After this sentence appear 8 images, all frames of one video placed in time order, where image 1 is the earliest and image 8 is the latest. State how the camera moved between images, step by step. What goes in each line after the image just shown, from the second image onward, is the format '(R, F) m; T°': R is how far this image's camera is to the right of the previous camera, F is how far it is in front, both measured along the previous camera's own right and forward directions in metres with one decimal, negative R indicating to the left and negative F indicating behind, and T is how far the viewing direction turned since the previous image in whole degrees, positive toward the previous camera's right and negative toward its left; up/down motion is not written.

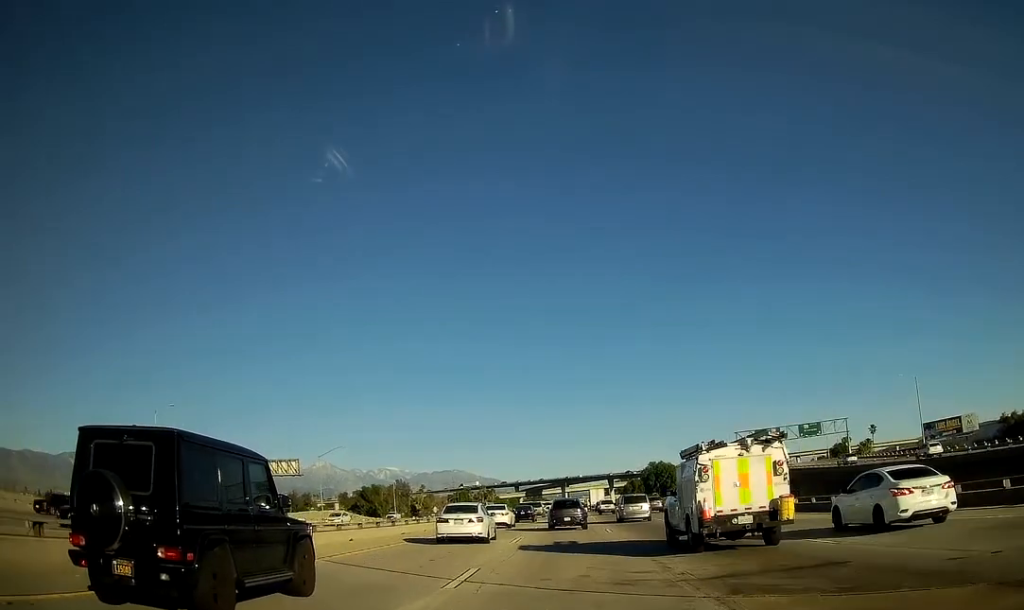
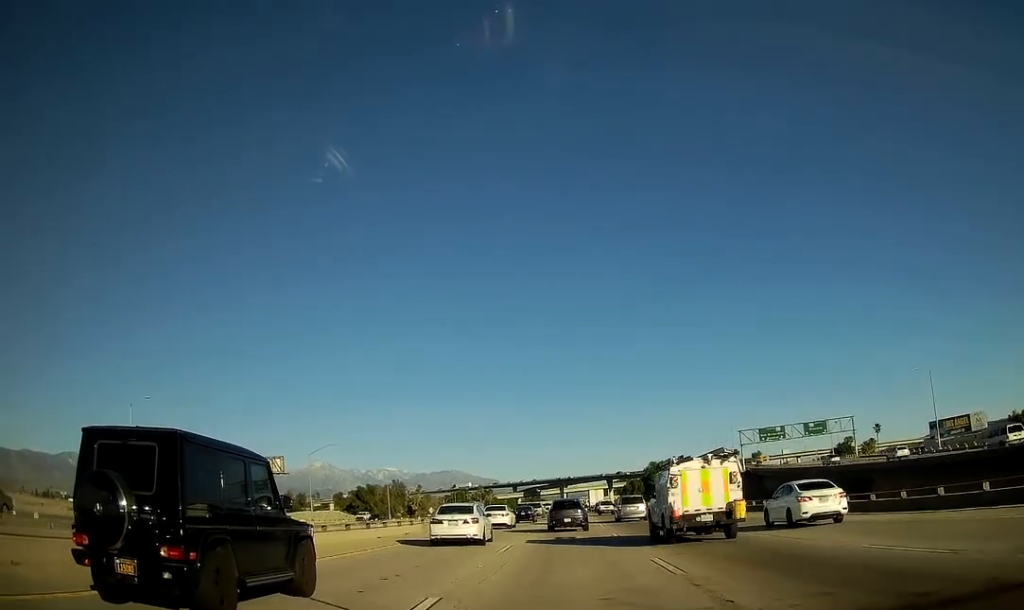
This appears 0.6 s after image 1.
(-0.1, +4.7) m; -1°
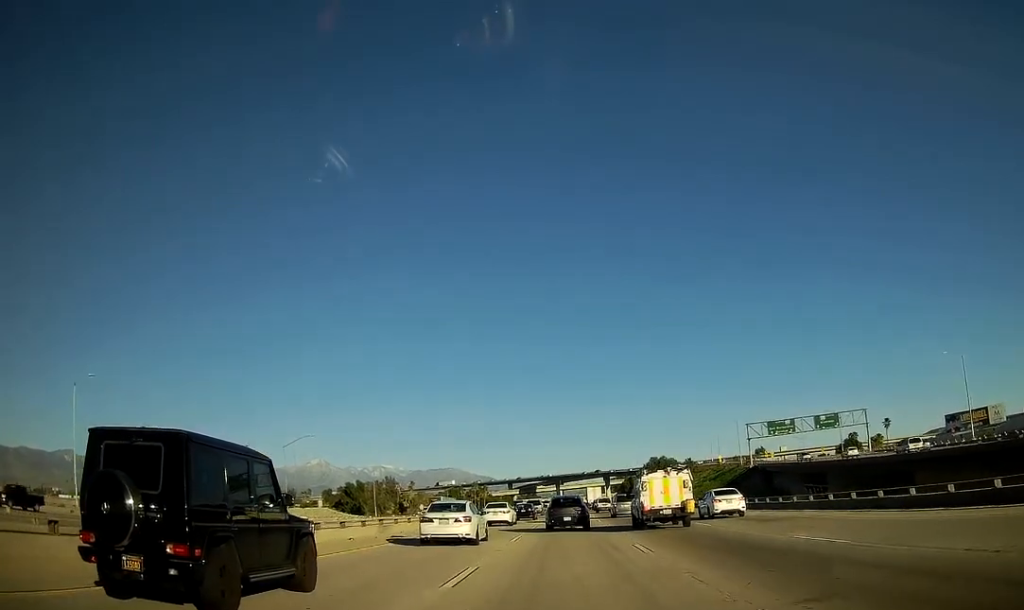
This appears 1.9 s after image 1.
(-0.2, +10.3) m; -1°
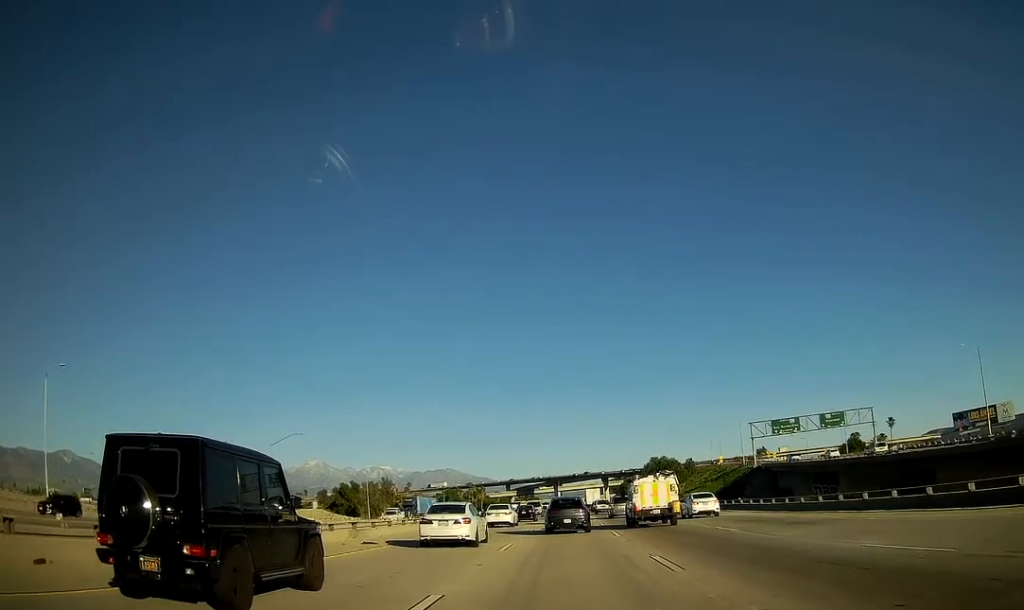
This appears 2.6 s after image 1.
(0.0, +4.6) m; +1°
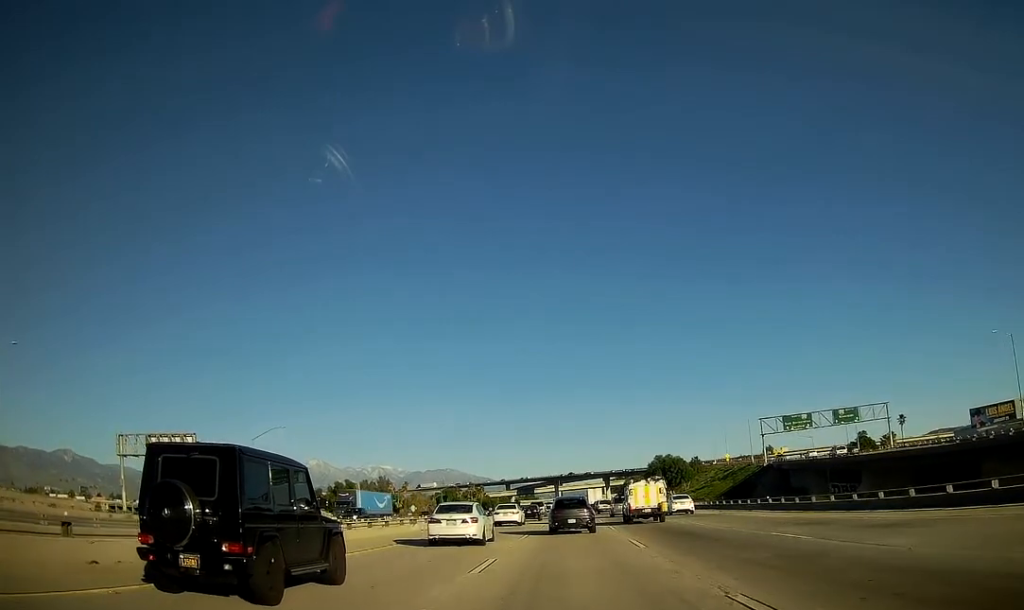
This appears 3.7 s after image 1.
(+0.1, +8.0) m; +1°
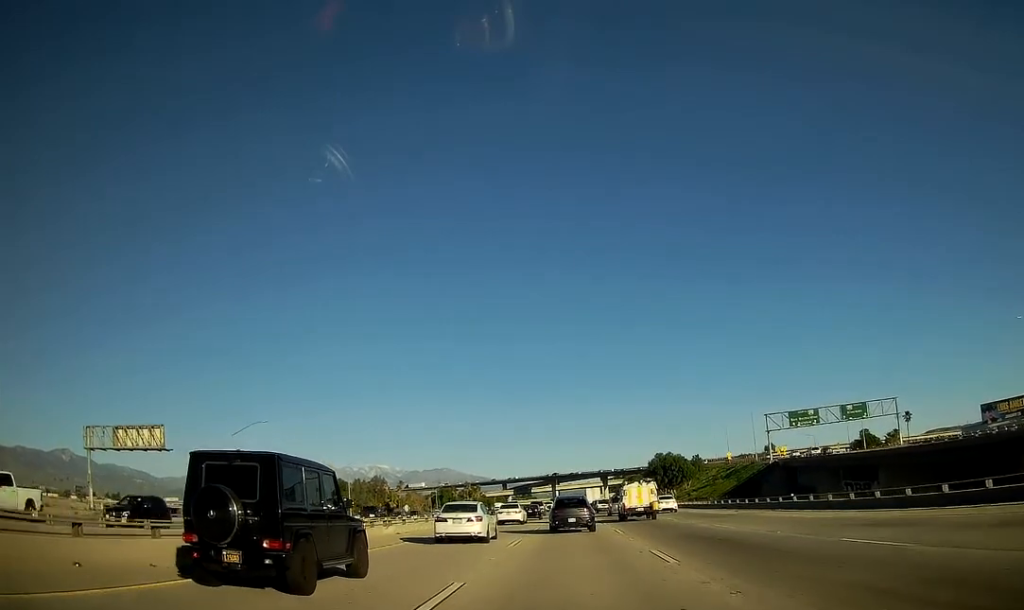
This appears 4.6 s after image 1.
(0.0, +6.2) m; 0°
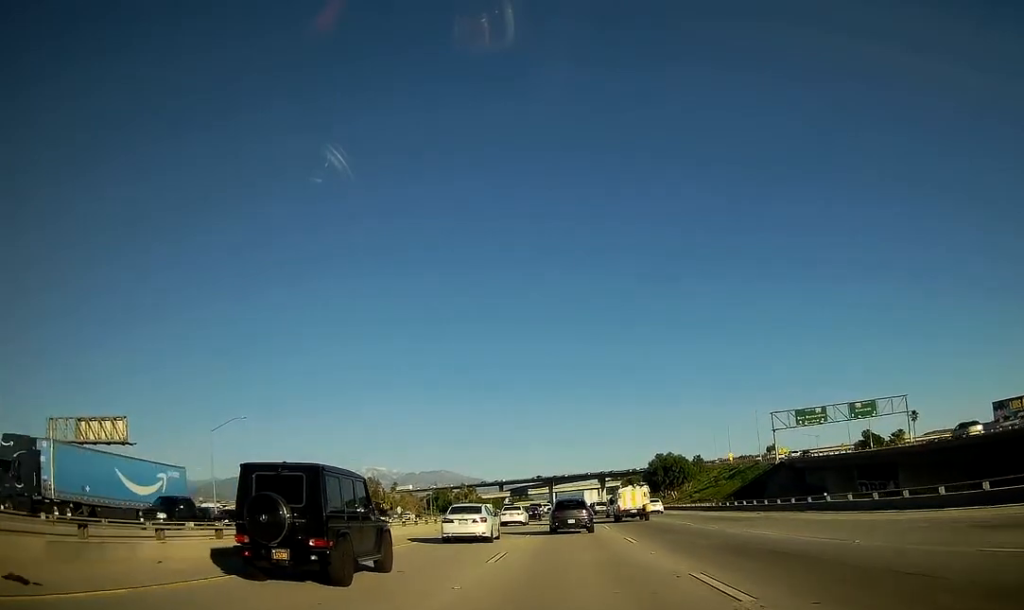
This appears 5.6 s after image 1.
(0.0, +6.2) m; 0°
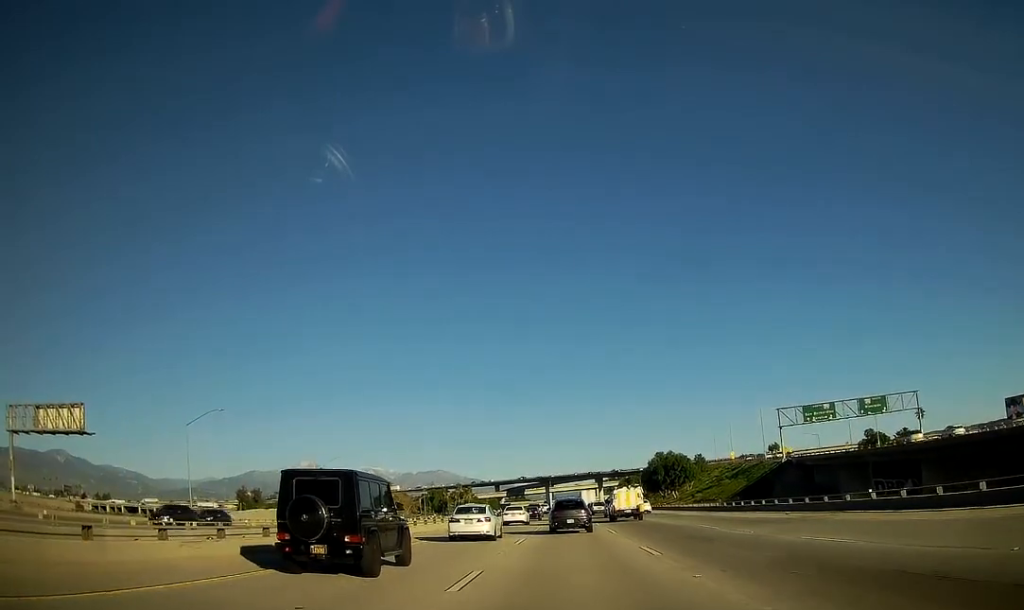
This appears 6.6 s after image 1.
(+0.1, +6.1) m; -1°
